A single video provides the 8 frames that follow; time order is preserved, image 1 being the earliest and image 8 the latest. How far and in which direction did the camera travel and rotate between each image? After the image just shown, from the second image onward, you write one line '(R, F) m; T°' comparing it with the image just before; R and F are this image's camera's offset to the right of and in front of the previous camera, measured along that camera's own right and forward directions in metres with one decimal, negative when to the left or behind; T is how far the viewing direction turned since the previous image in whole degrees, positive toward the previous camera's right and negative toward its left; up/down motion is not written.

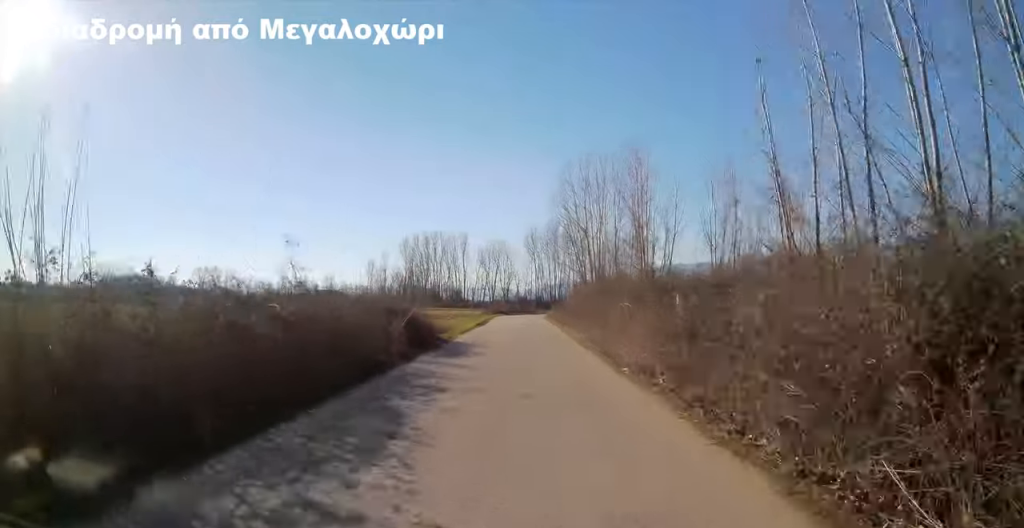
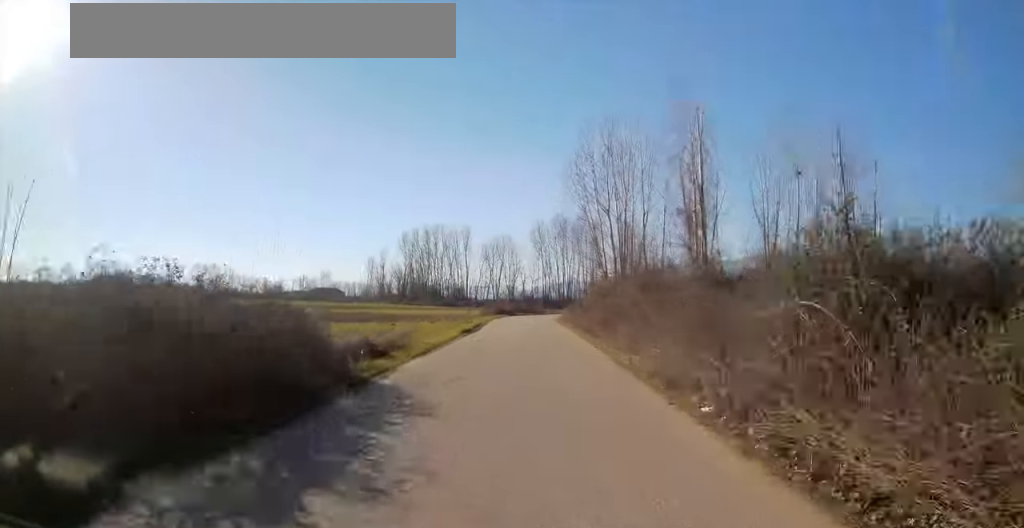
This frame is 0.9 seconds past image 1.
(-0.2, +14.0) m; 0°
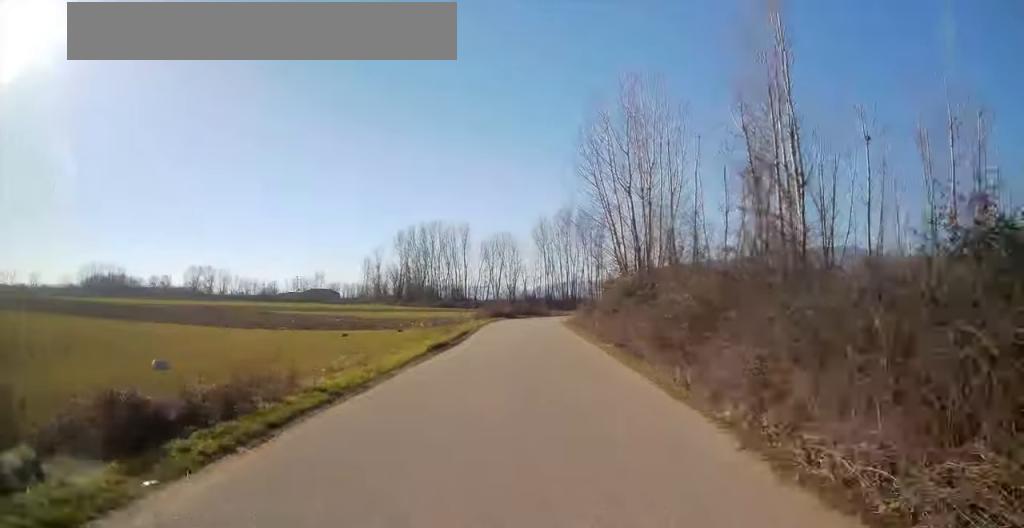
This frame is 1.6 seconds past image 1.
(+0.2, +11.1) m; 0°
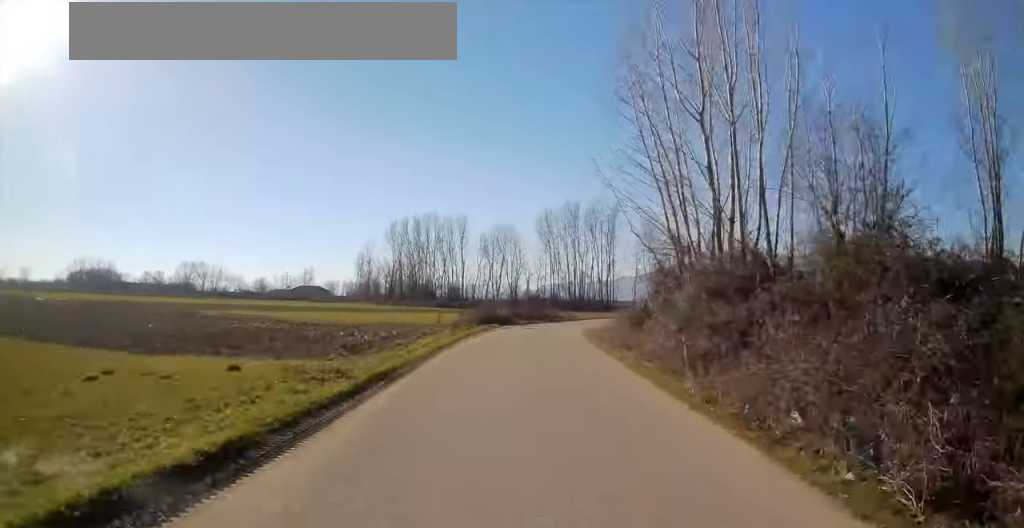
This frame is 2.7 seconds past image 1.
(-0.3, +18.1) m; -1°
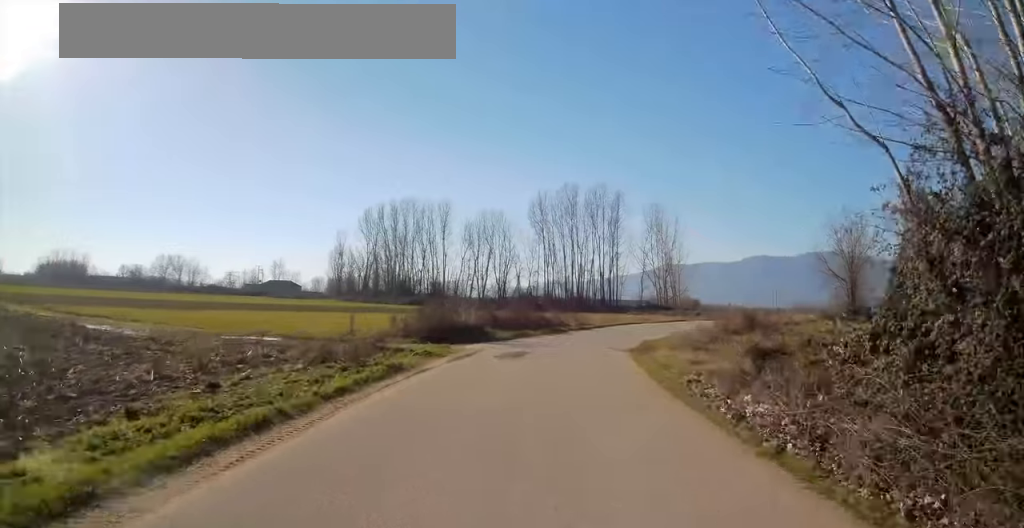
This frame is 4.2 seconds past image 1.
(-0.1, +22.9) m; 0°
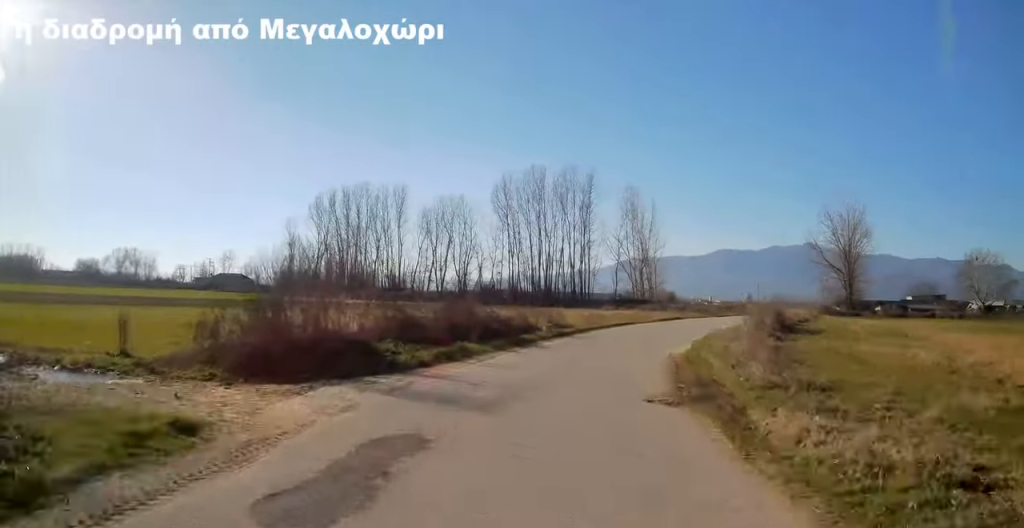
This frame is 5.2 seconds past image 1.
(+0.1, +13.9) m; +3°
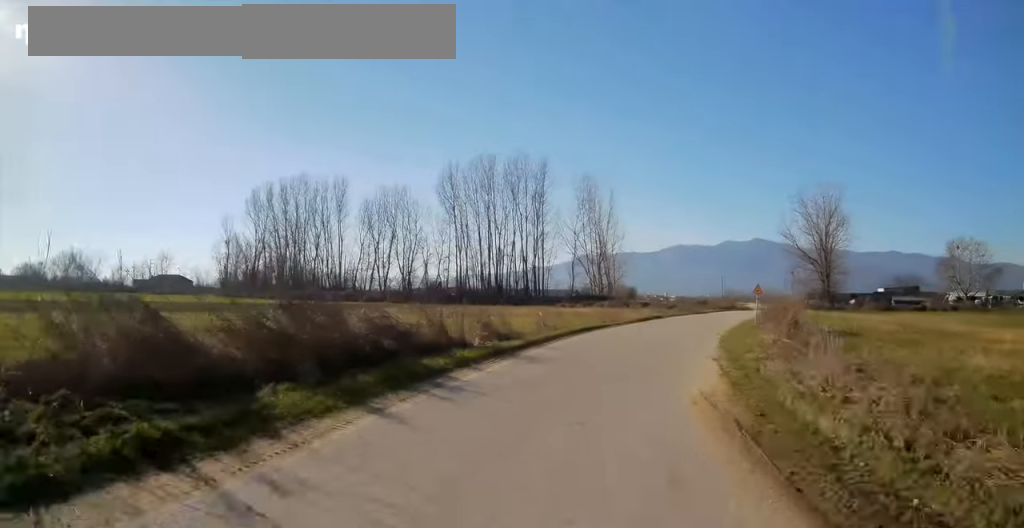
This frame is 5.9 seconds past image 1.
(+0.1, +10.1) m; +4°
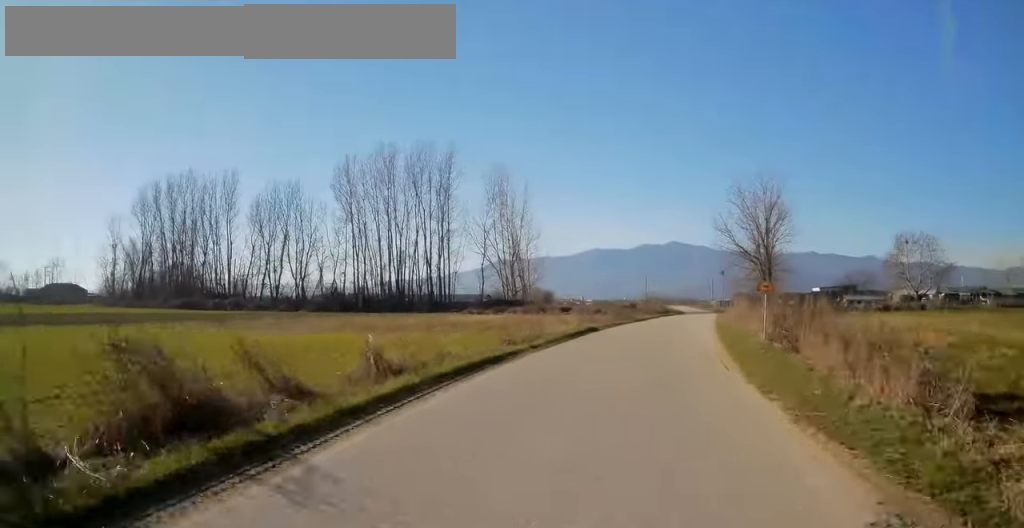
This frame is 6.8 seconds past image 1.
(+0.6, +12.8) m; +6°
